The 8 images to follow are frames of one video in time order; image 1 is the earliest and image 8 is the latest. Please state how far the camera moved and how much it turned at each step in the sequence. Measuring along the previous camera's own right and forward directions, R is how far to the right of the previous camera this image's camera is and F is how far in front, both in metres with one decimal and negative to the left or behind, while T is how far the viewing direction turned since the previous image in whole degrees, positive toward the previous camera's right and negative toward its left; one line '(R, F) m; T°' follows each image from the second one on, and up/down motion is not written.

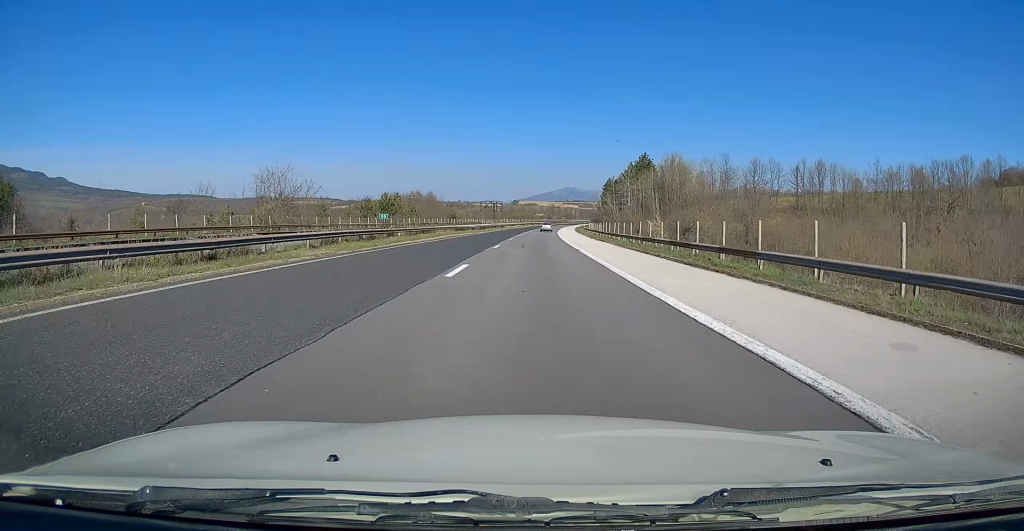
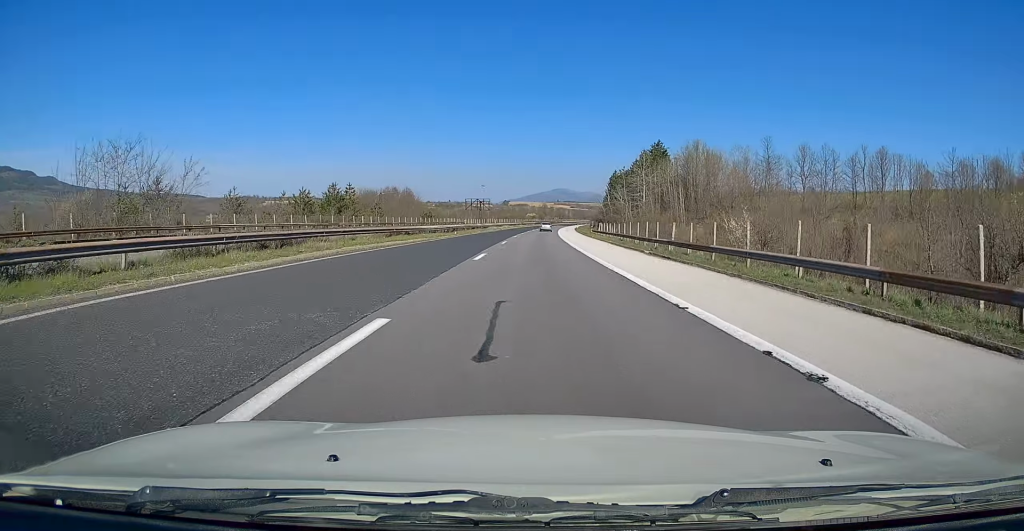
(+0.5, +25.6) m; +1°
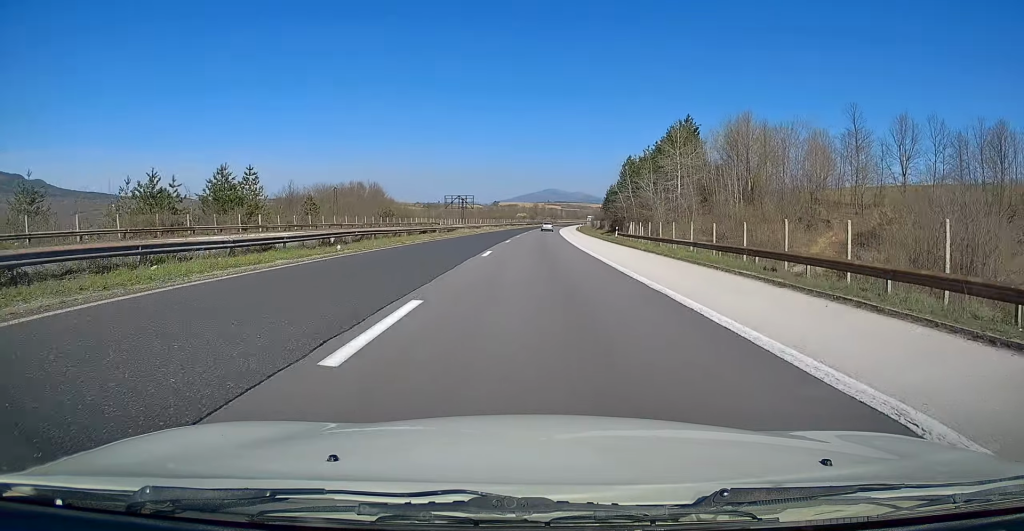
(0.0, +30.1) m; 0°
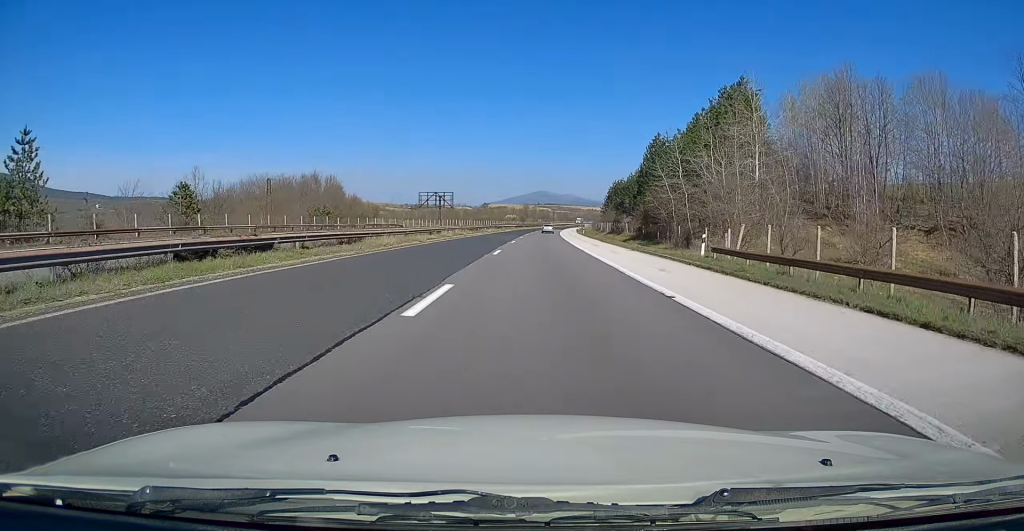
(+0.1, +29.0) m; +1°
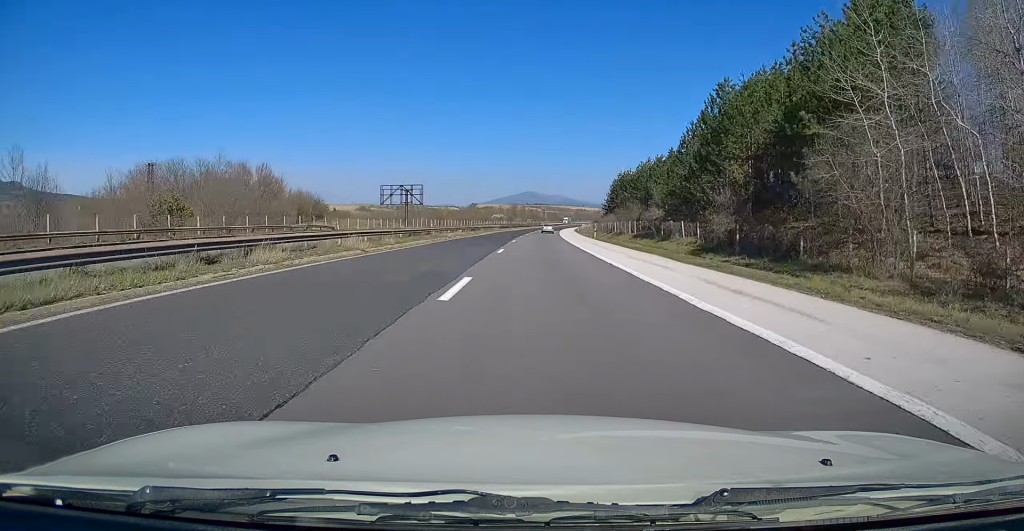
(+0.6, +30.1) m; +1°
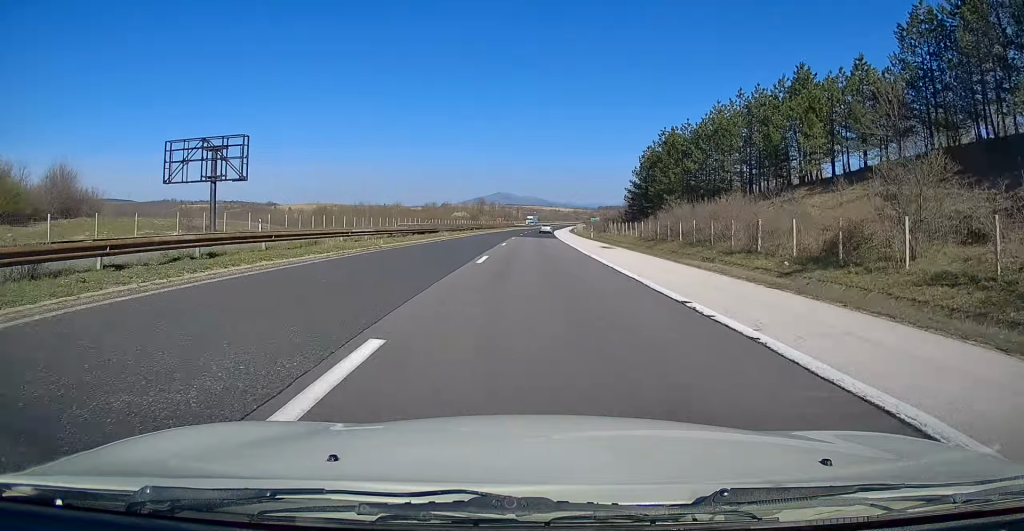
(+0.8, +70.7) m; +1°
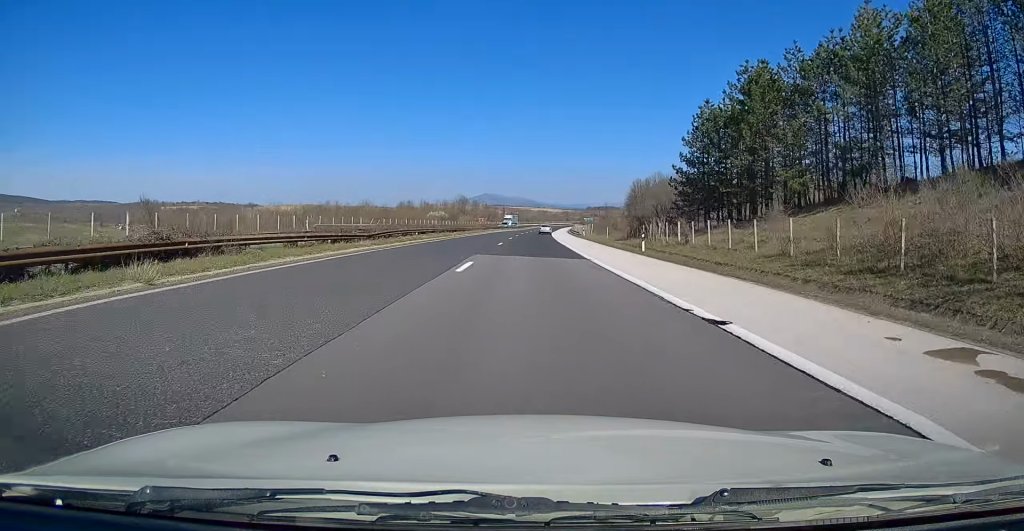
(+0.4, +34.9) m; +1°
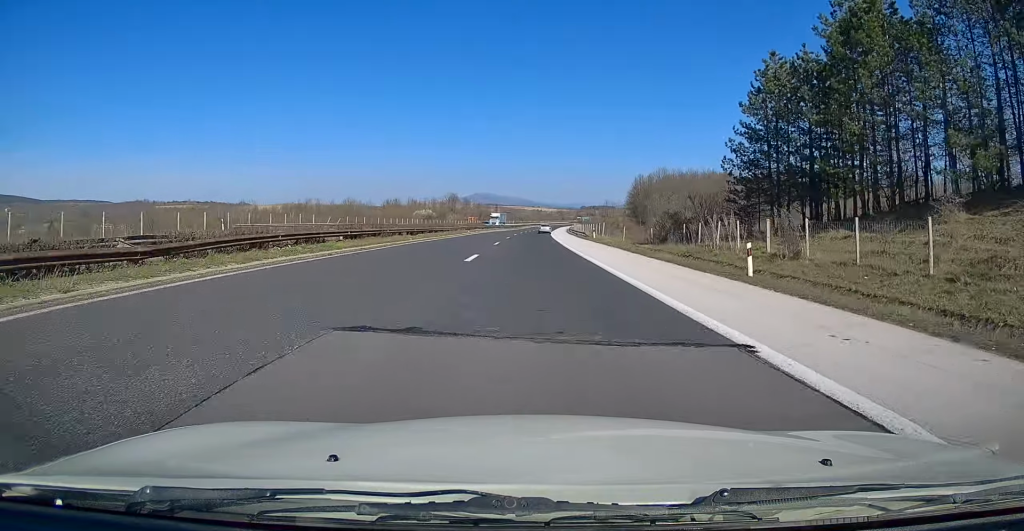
(+0.2, +16.9) m; +1°
